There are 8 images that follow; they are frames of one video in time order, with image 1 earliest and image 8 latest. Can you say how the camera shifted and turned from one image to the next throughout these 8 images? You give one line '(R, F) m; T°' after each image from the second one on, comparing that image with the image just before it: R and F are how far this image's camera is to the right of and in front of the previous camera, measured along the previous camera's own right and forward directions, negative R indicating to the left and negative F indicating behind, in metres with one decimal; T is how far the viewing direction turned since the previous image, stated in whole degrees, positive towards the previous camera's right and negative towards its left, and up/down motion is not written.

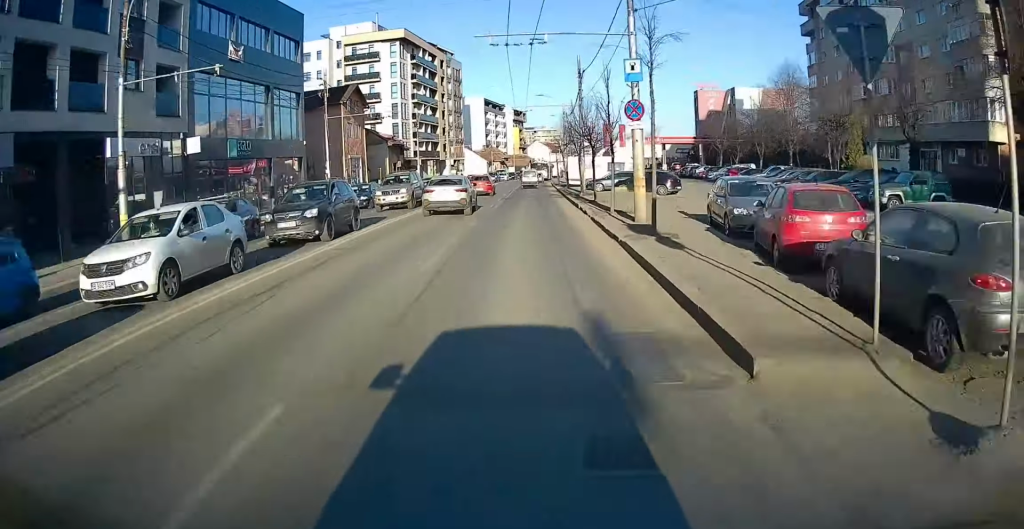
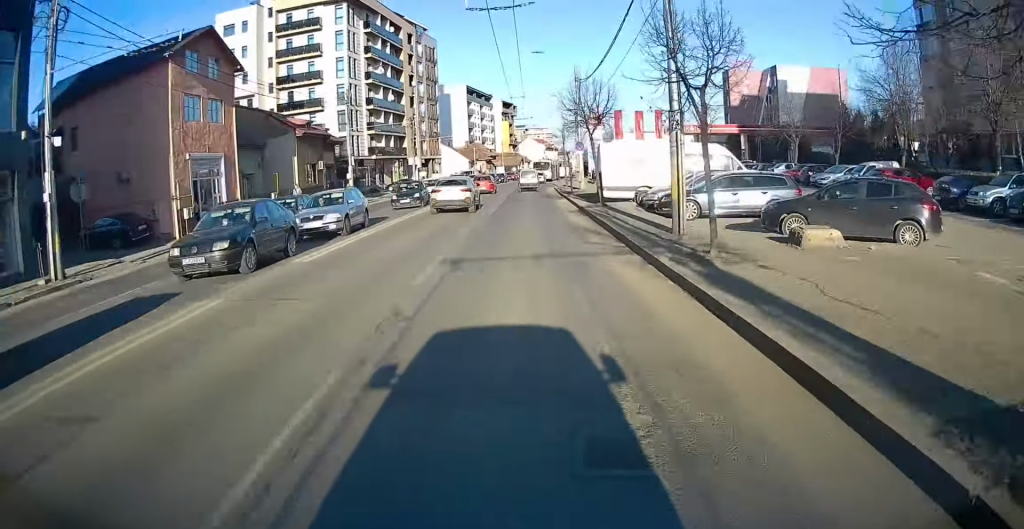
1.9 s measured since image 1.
(-0.6, +26.1) m; +1°
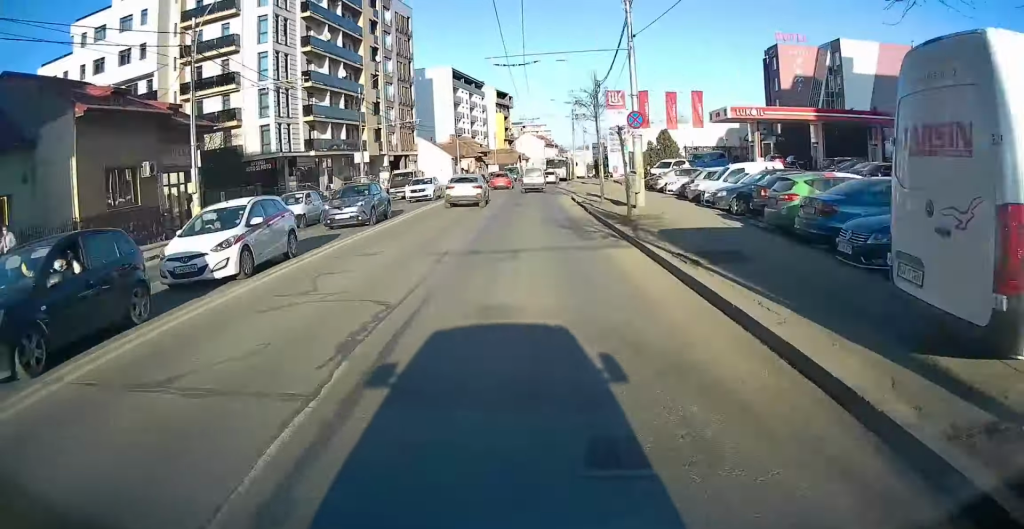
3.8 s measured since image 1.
(+1.0, +24.2) m; +1°
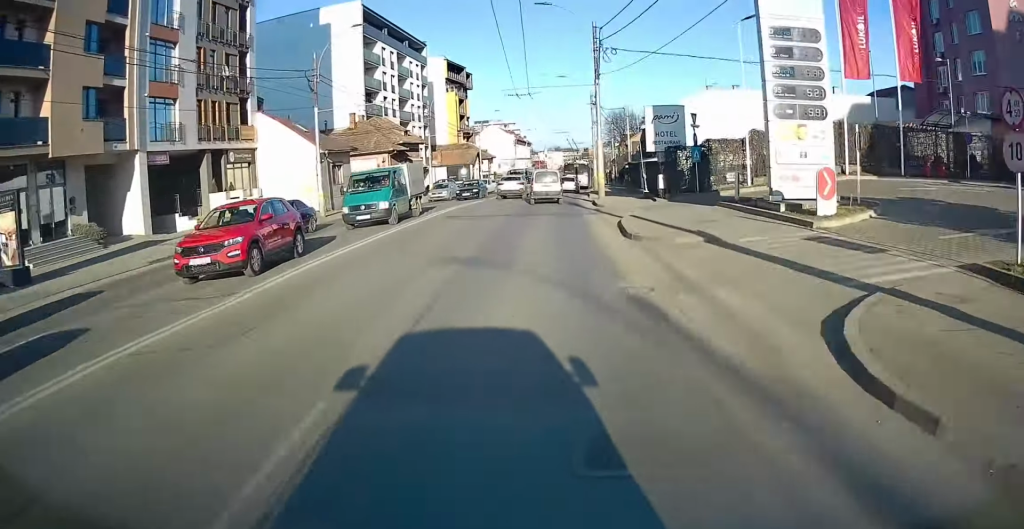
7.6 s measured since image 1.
(+0.7, +49.5) m; +3°
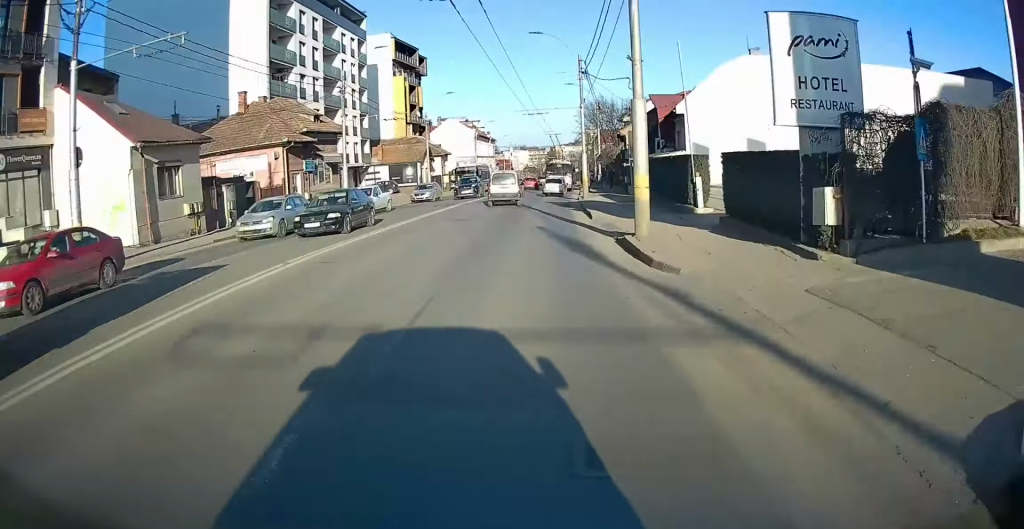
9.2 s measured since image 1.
(+0.5, +19.6) m; +1°
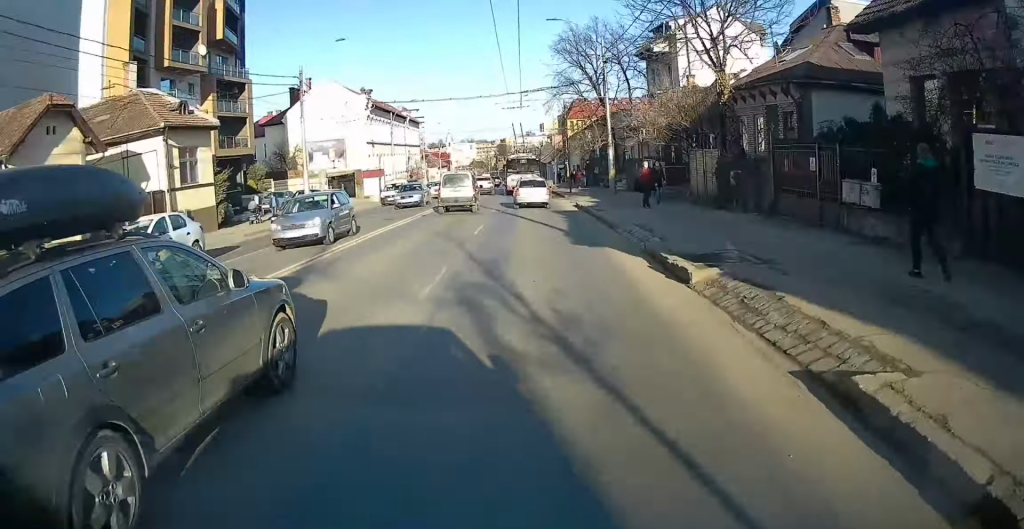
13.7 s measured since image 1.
(+1.8, +54.1) m; +1°
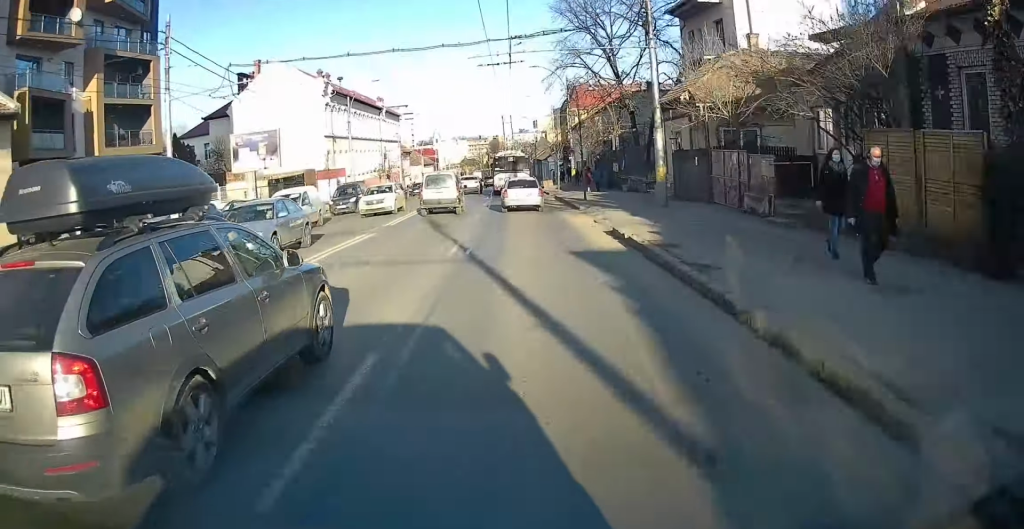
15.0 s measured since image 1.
(-0.1, +14.2) m; -1°
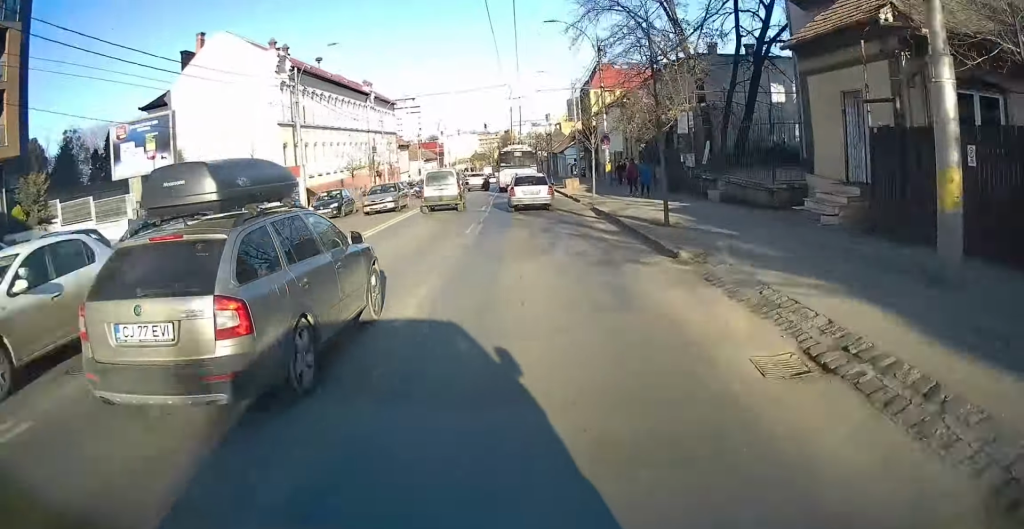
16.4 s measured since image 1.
(0.0, +15.4) m; -1°
